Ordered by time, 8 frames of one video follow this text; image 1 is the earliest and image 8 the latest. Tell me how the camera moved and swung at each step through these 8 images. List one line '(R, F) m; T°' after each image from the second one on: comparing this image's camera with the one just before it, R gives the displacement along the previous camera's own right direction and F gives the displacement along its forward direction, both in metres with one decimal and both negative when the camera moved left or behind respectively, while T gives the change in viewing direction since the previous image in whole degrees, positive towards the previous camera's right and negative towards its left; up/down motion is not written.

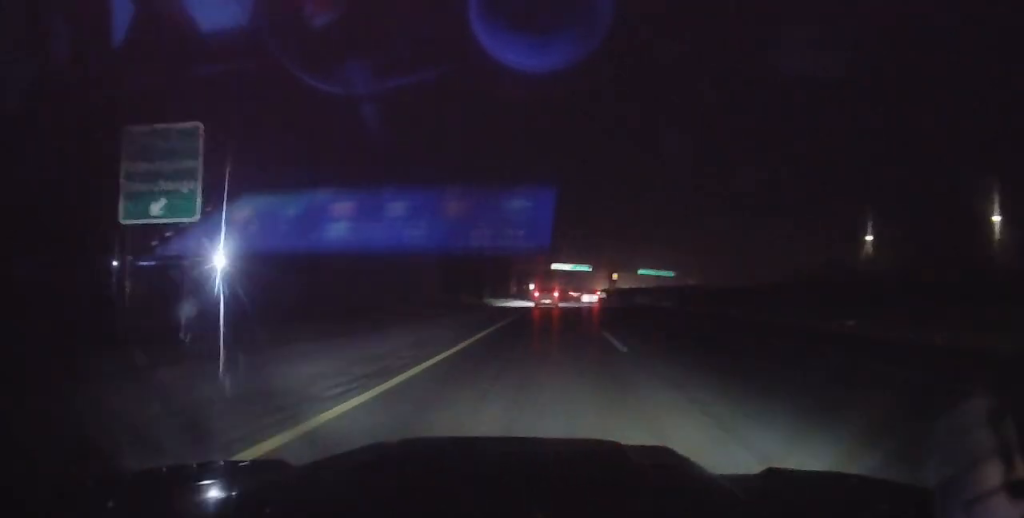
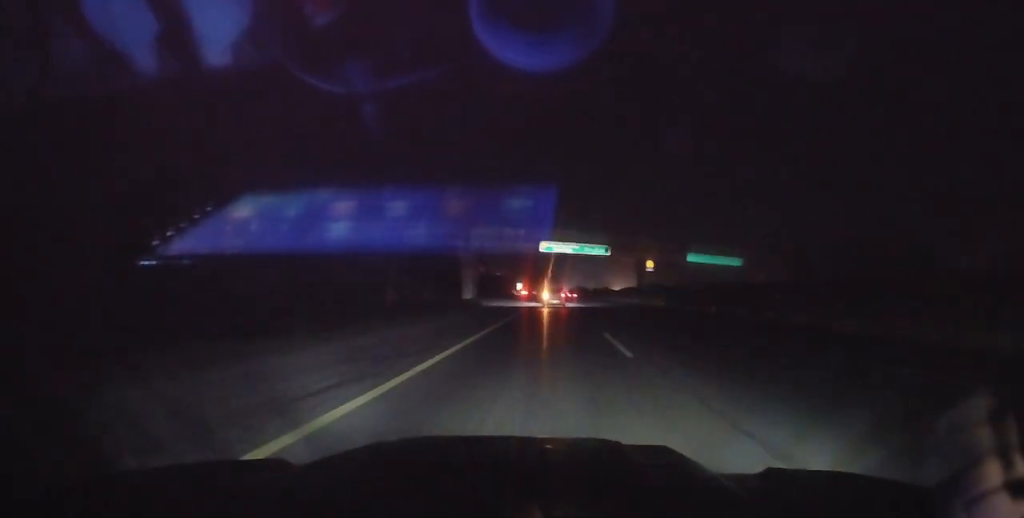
(+0.3, +68.3) m; -1°
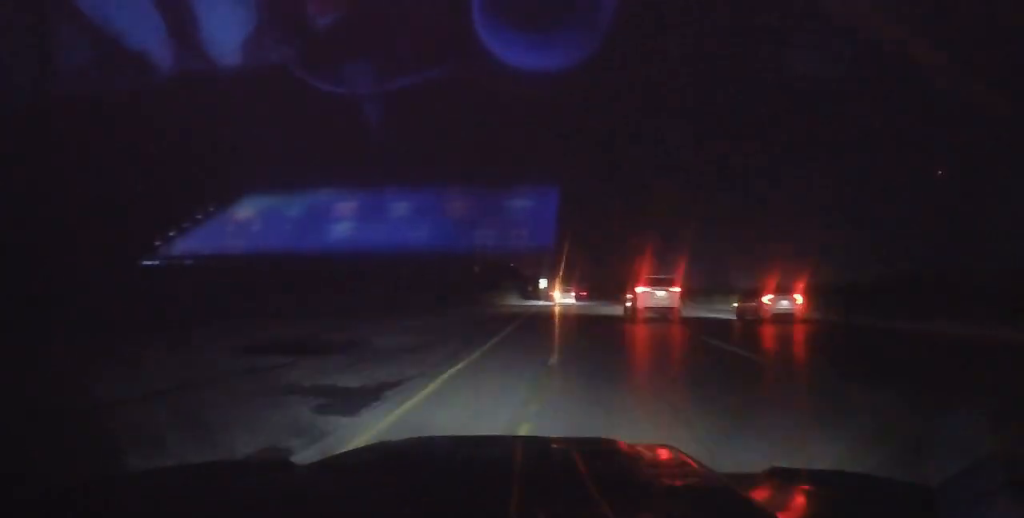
(-1.1, +86.1) m; -1°
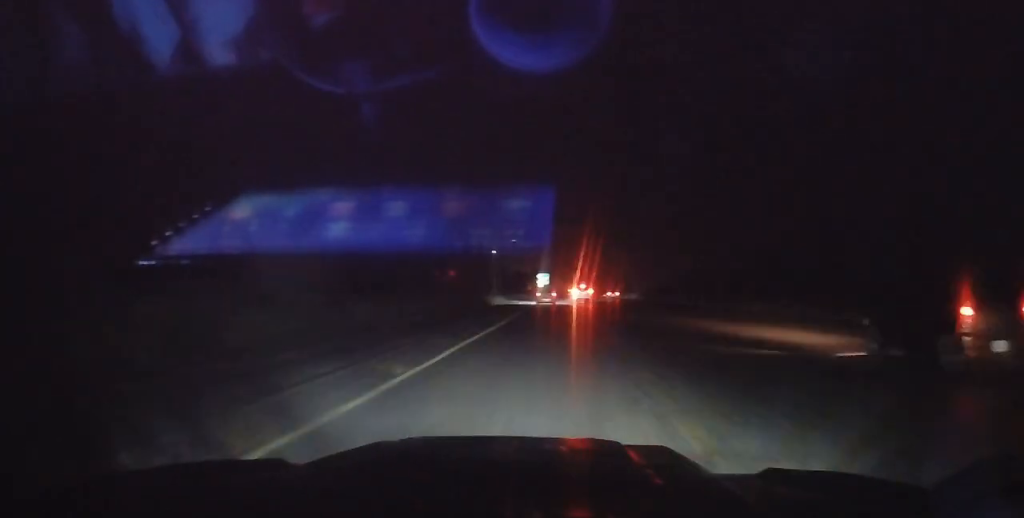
(-0.8, +62.7) m; -5°
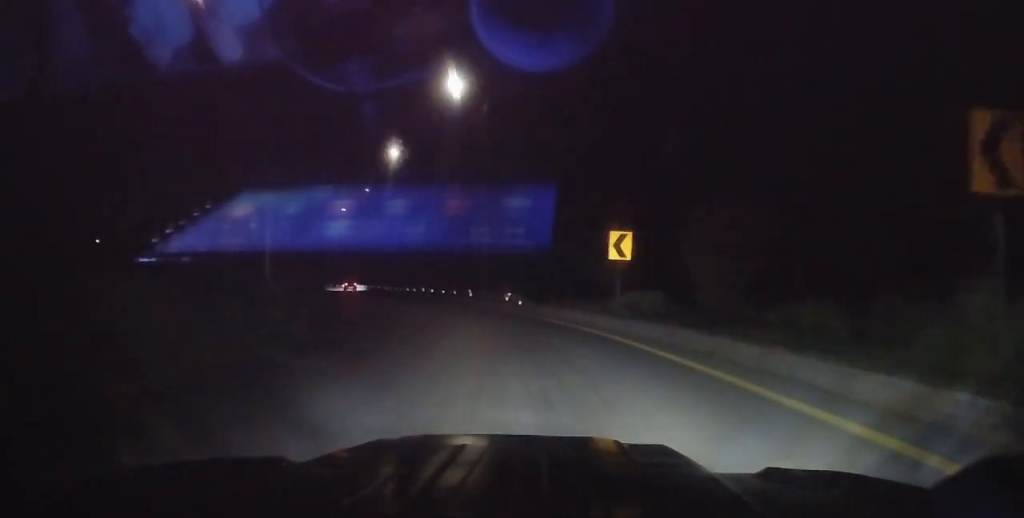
(-95.9, +167.1) m; -83°
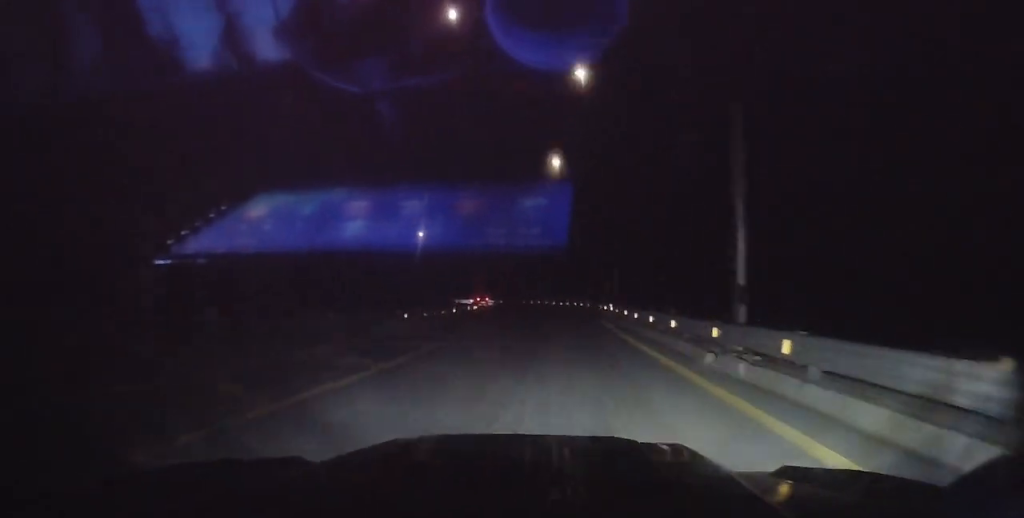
(-10.4, +40.7) m; -16°
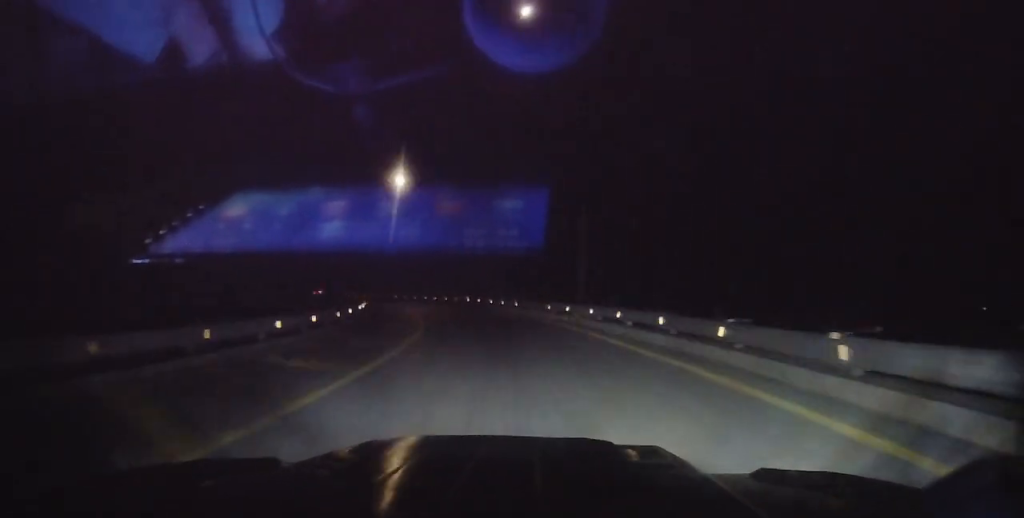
(-6.4, +40.6) m; -14°
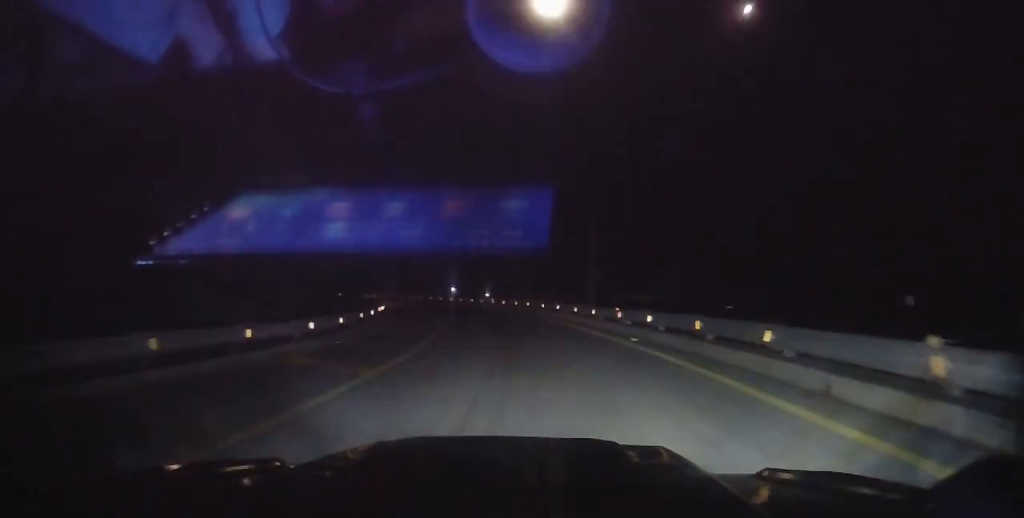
(-2.7, +31.2) m; -10°
